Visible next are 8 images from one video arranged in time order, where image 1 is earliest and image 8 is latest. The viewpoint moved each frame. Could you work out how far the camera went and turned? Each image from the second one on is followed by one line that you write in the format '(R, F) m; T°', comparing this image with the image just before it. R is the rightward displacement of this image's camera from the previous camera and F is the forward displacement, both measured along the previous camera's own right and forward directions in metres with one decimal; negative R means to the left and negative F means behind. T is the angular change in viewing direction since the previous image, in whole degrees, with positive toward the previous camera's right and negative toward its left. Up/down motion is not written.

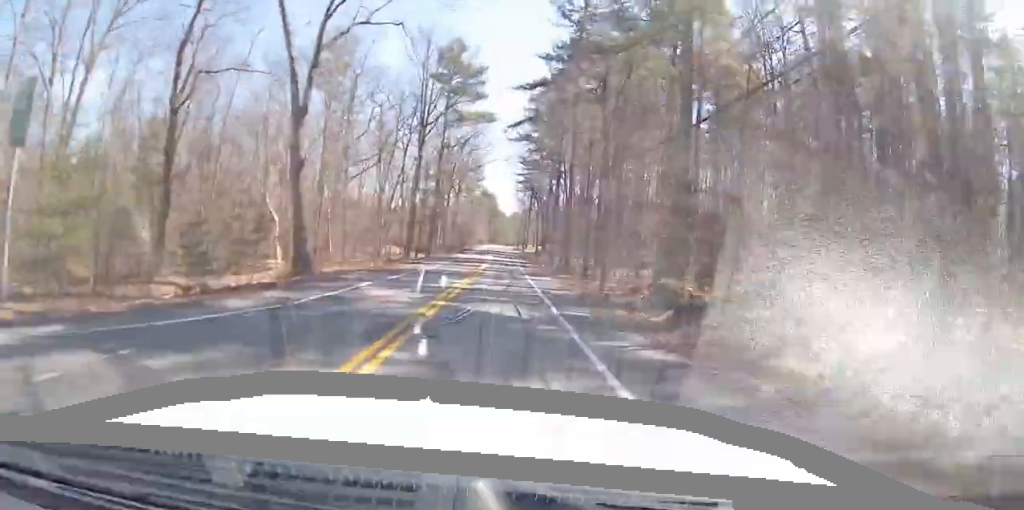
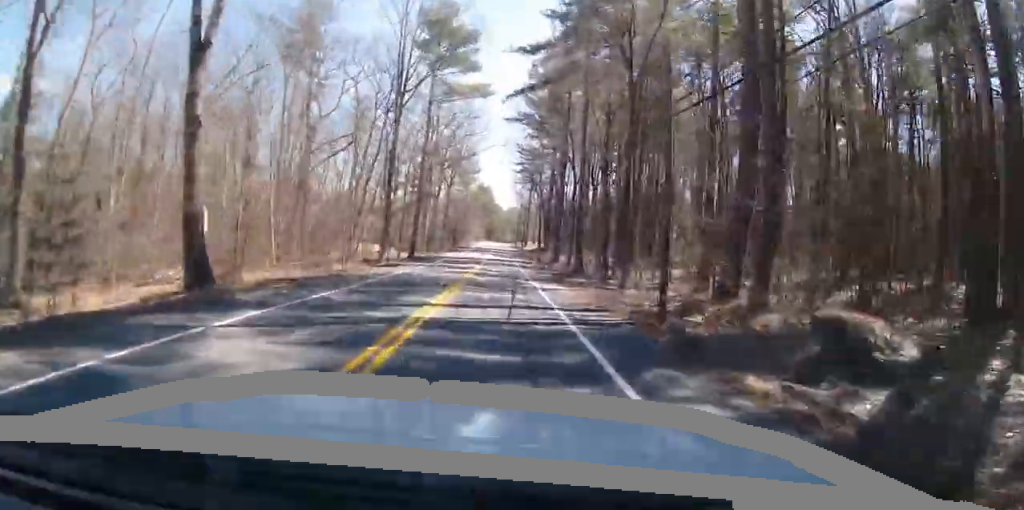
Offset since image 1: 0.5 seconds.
(+0.3, +10.6) m; +1°
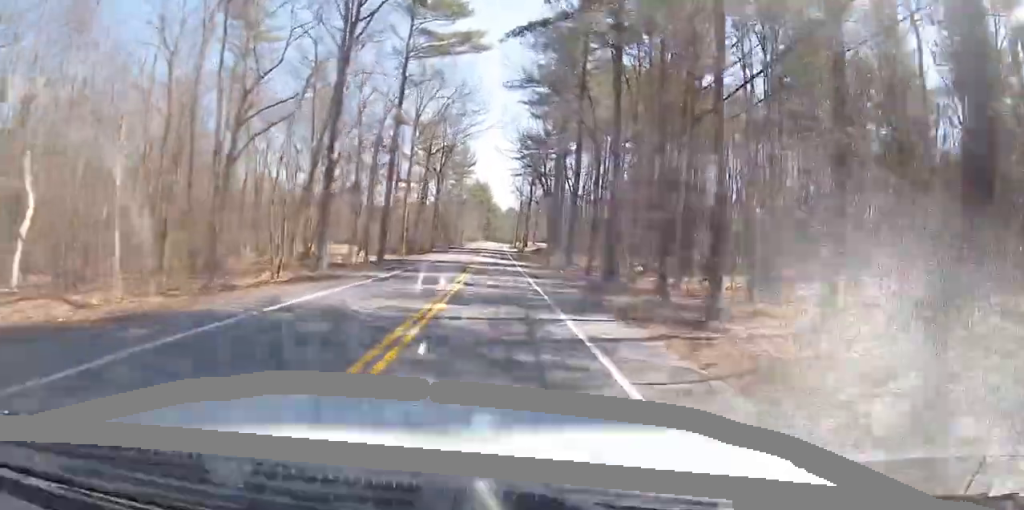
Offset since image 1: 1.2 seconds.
(+0.4, +14.1) m; +1°
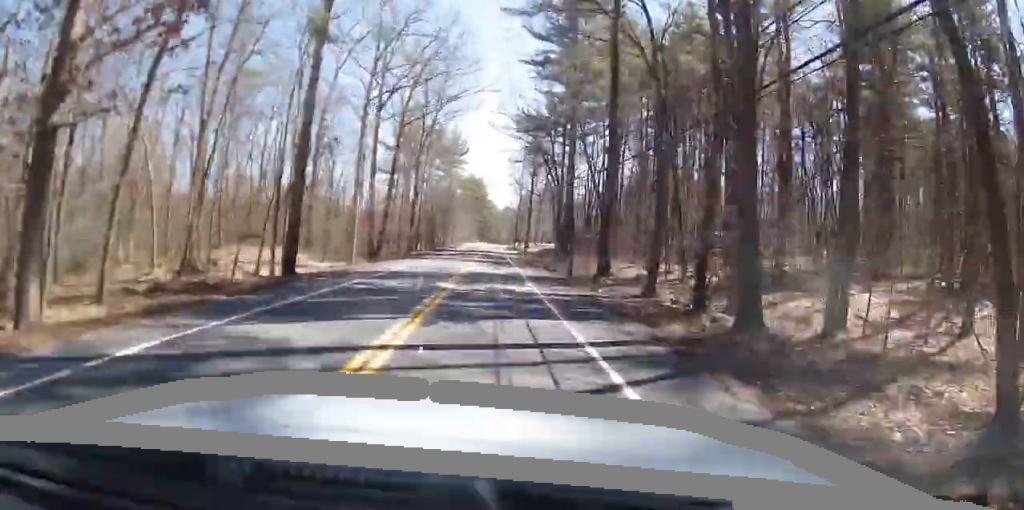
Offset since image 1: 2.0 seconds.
(-0.4, +18.6) m; -1°
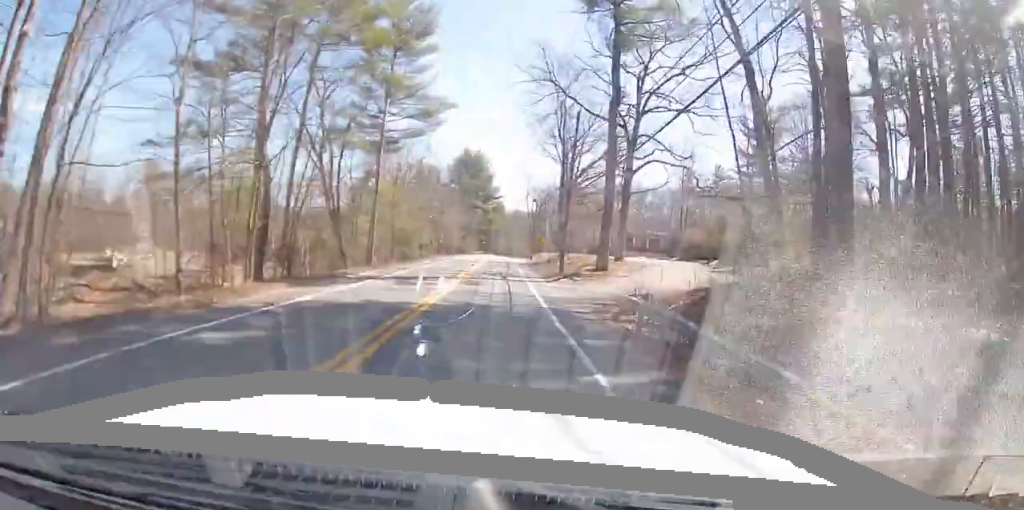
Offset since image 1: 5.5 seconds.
(+2.1, +73.9) m; +2°
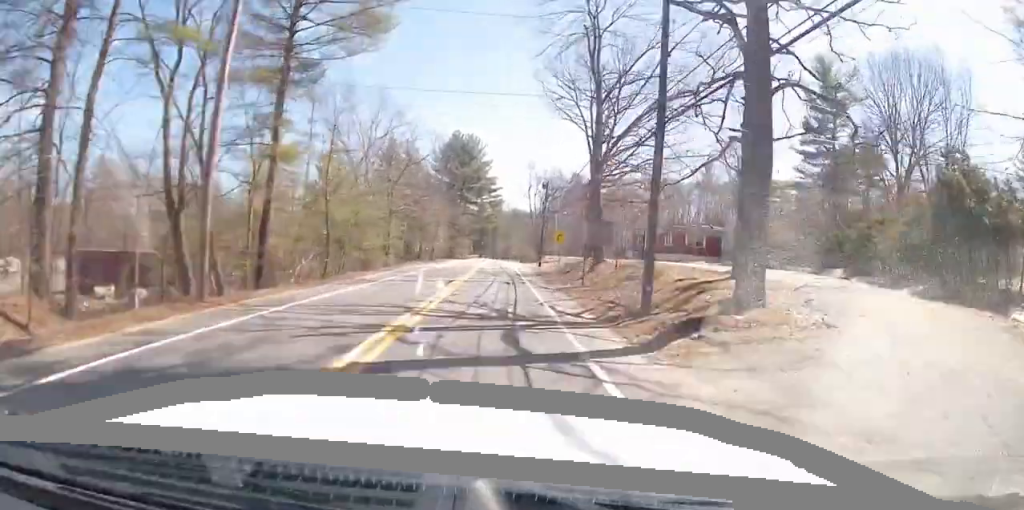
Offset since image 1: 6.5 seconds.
(-0.4, +21.4) m; -2°
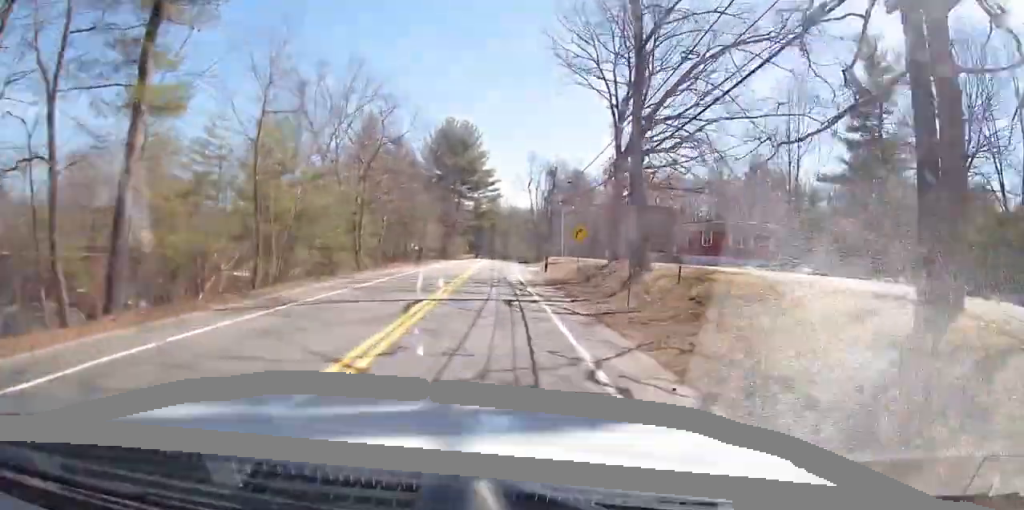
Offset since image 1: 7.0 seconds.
(-0.3, +10.7) m; -1°
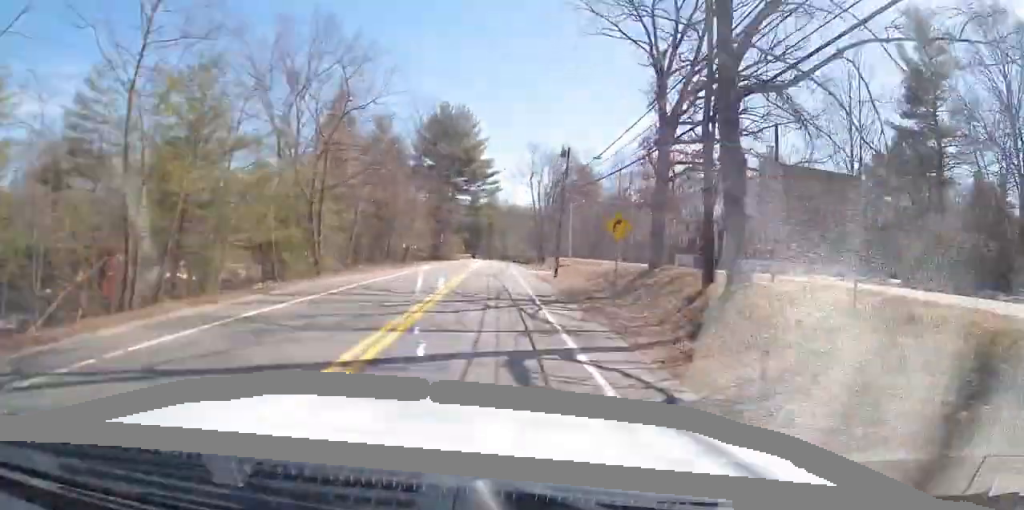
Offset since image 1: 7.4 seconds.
(0.0, +10.0) m; +1°
